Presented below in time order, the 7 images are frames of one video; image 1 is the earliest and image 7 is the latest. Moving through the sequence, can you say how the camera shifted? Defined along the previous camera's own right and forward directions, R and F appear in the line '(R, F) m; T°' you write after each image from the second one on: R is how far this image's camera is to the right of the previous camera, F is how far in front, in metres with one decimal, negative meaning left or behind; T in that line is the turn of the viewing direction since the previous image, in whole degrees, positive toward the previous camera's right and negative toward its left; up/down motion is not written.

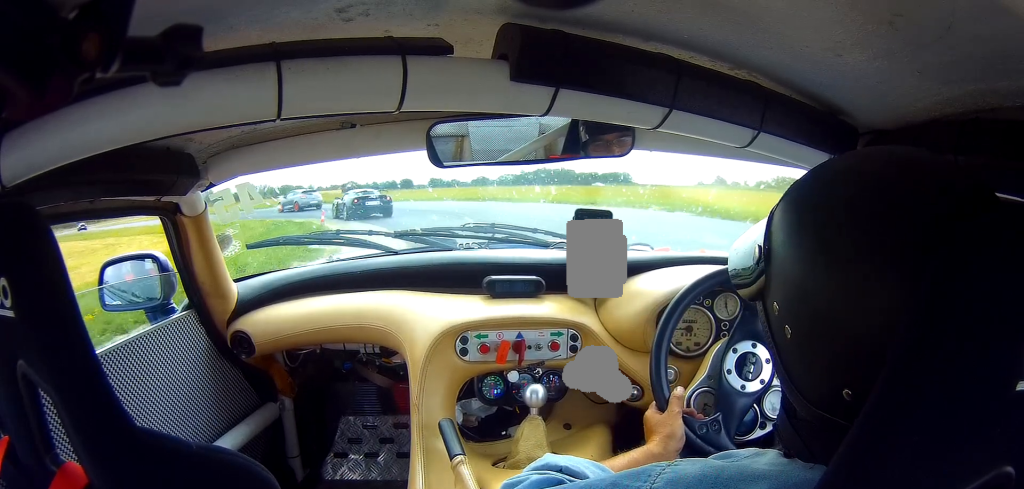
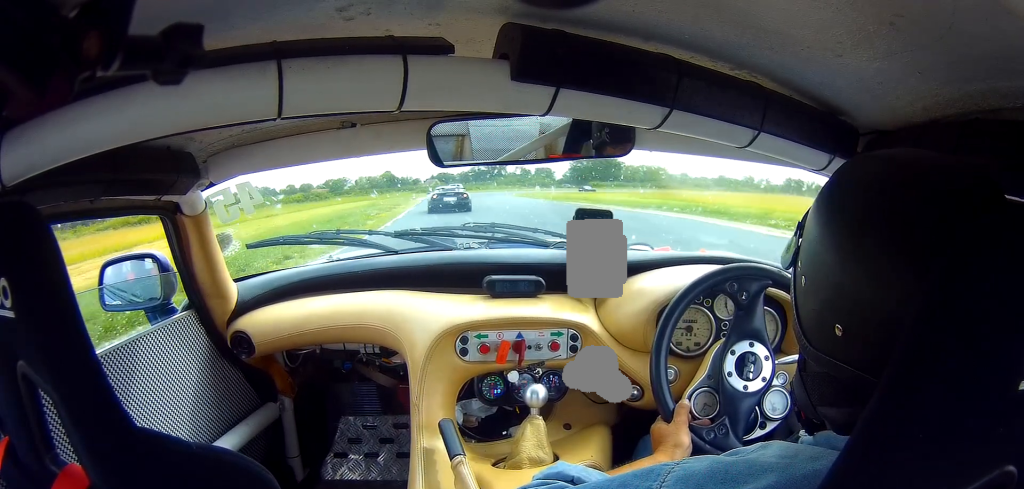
(-16.0, +31.4) m; -48°
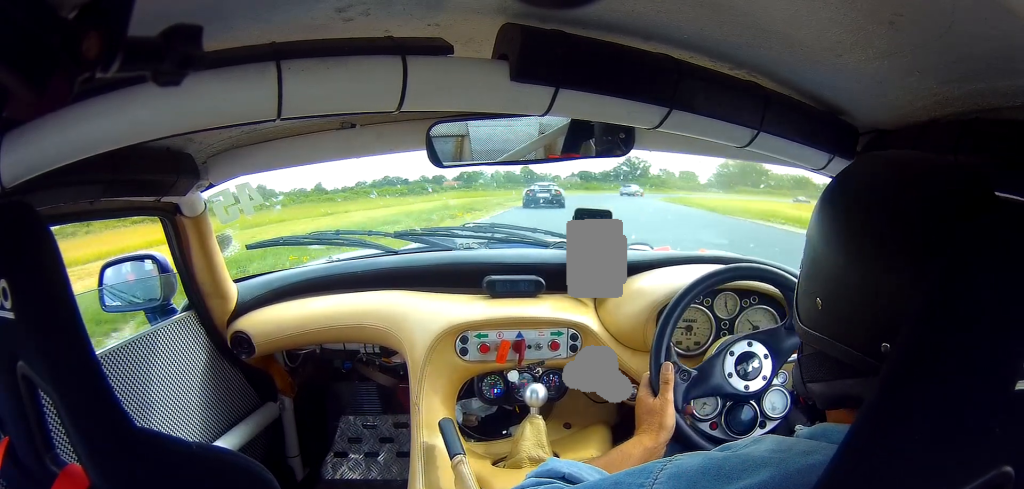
(-1.6, +14.7) m; -8°
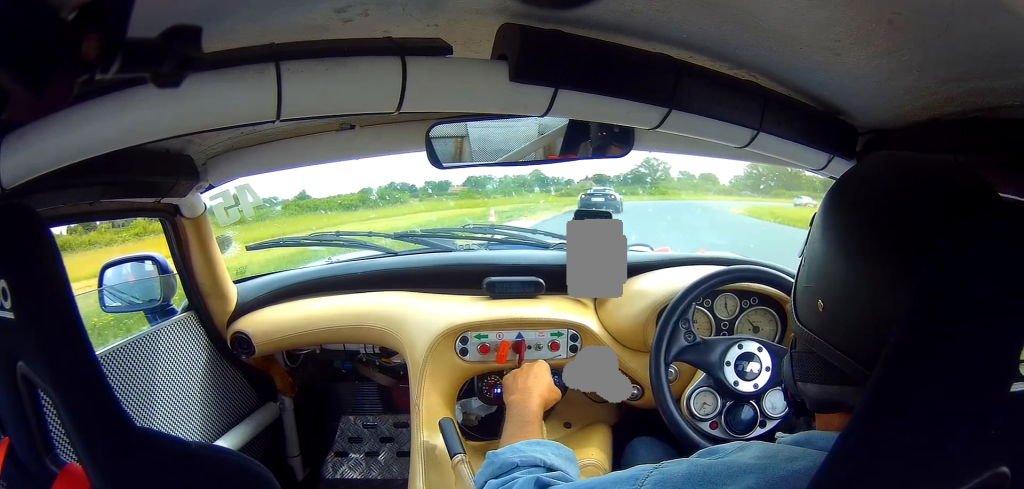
(-0.6, +24.2) m; 0°
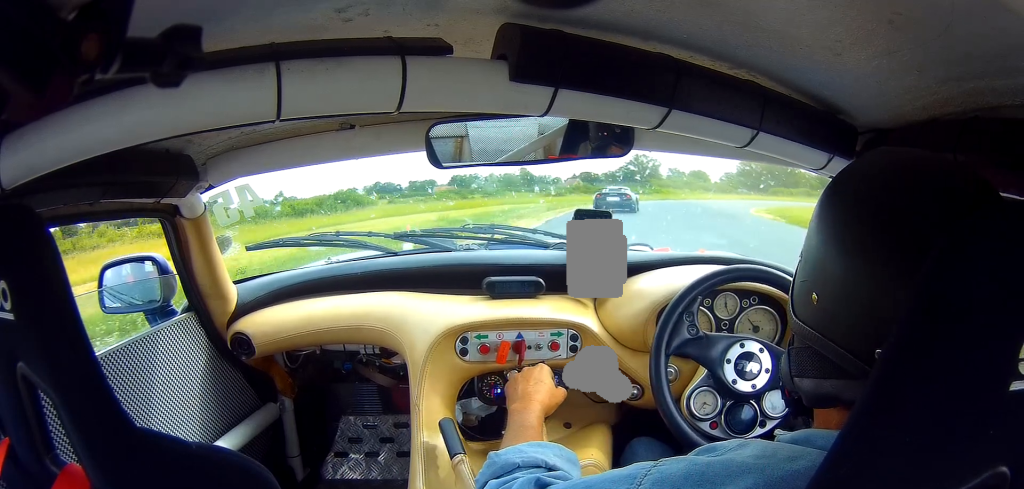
(0.0, +7.8) m; +2°
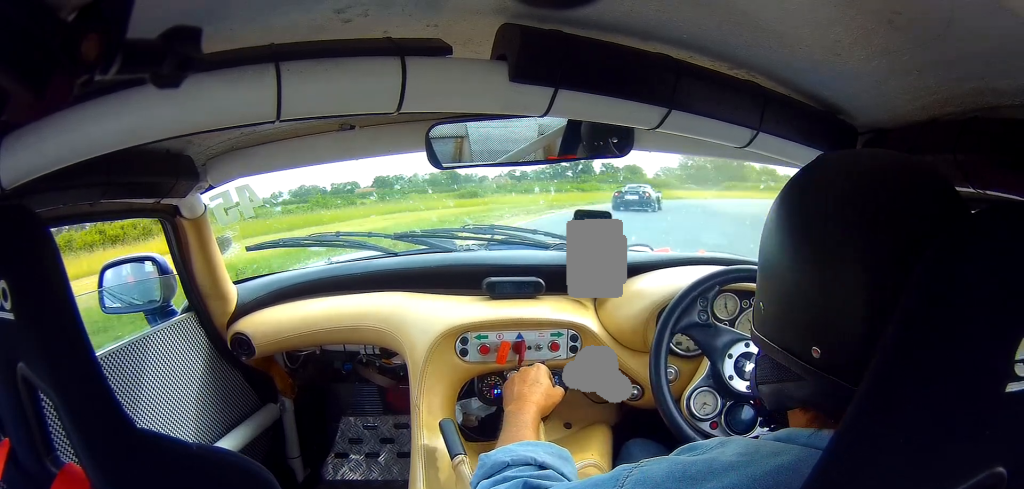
(+0.4, +17.8) m; +7°
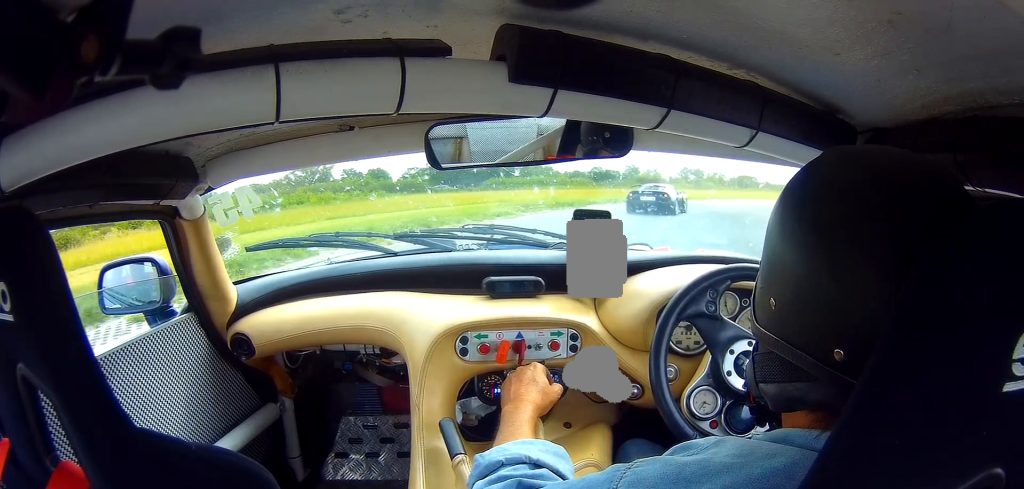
(+7.2, +33.9) m; +25°
